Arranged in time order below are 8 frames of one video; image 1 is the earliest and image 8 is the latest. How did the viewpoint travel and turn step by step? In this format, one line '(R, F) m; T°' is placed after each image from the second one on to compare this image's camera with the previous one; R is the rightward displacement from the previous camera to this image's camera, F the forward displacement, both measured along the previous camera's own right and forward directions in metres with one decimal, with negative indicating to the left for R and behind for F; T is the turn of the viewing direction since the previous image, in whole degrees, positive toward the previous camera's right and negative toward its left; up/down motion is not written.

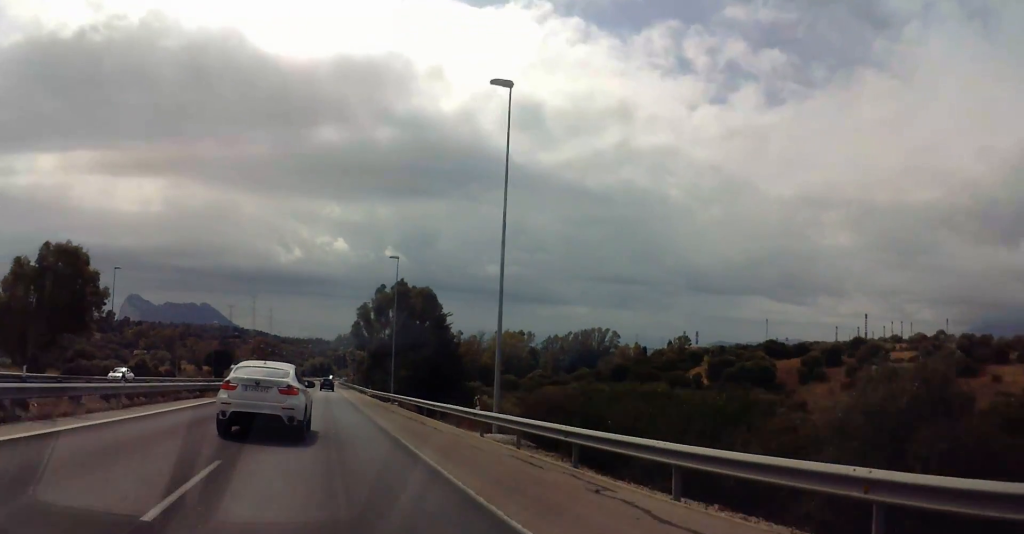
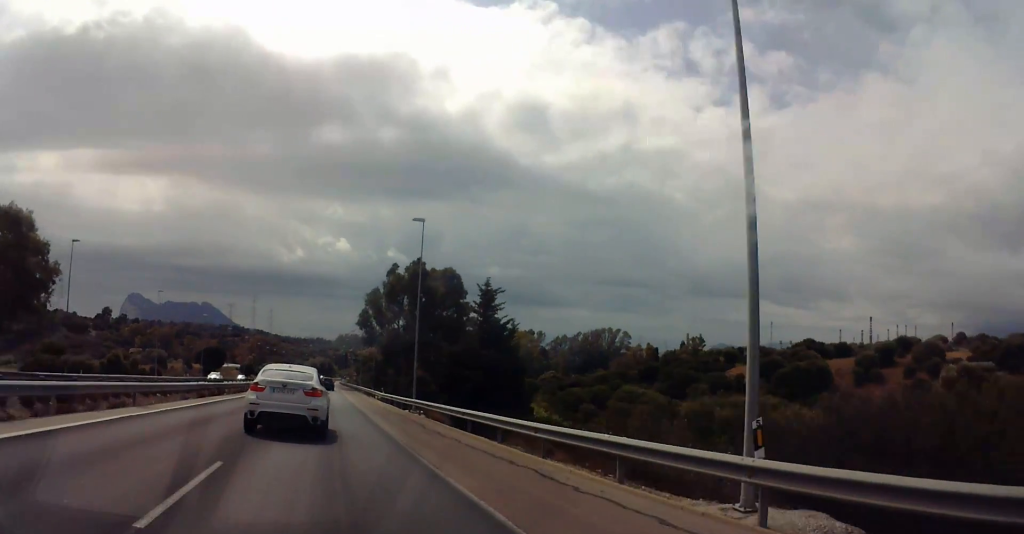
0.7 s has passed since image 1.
(0.0, +13.9) m; 0°
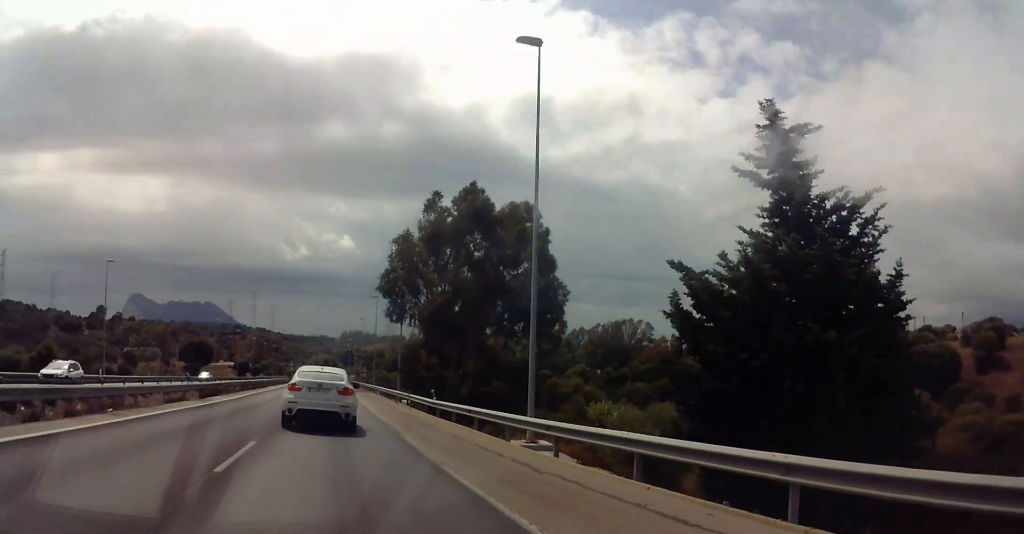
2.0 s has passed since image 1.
(0.0, +25.6) m; 0°
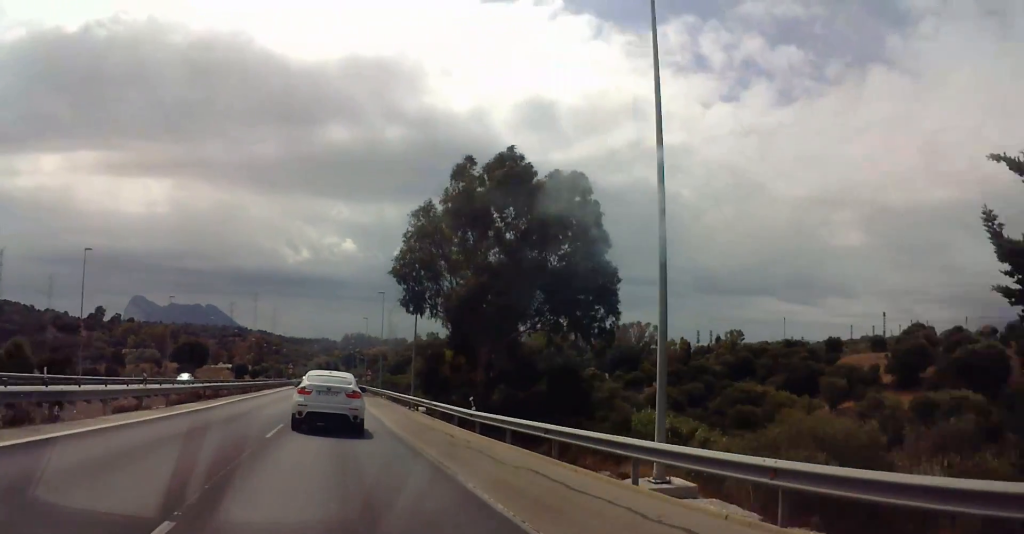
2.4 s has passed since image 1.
(0.0, +7.8) m; 0°
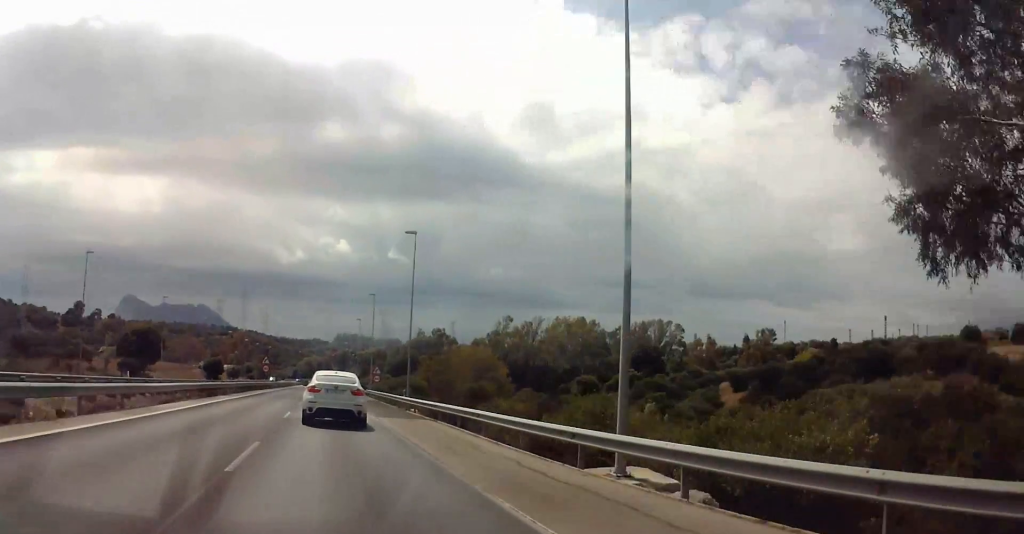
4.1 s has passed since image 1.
(0.0, +32.9) m; +1°
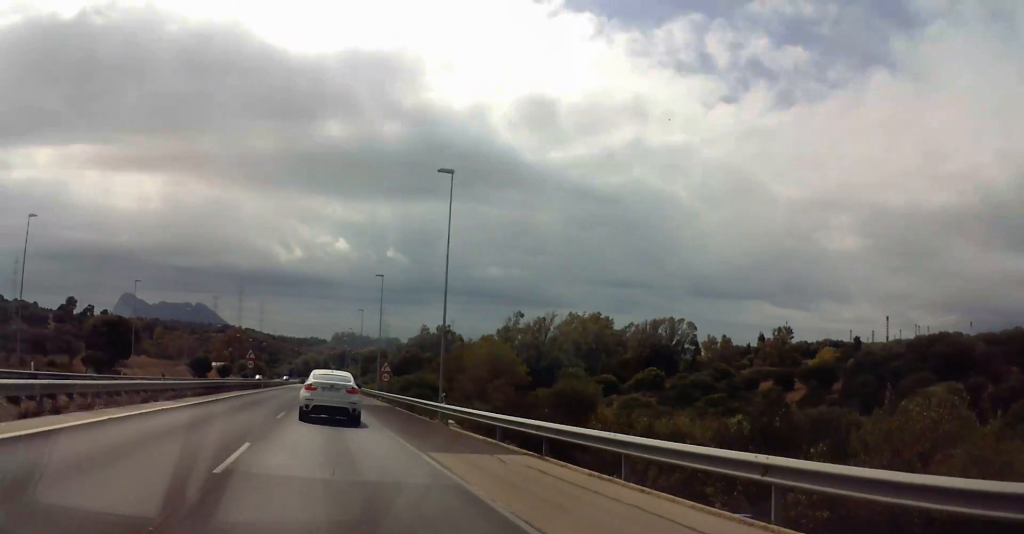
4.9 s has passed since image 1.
(+0.1, +15.0) m; 0°
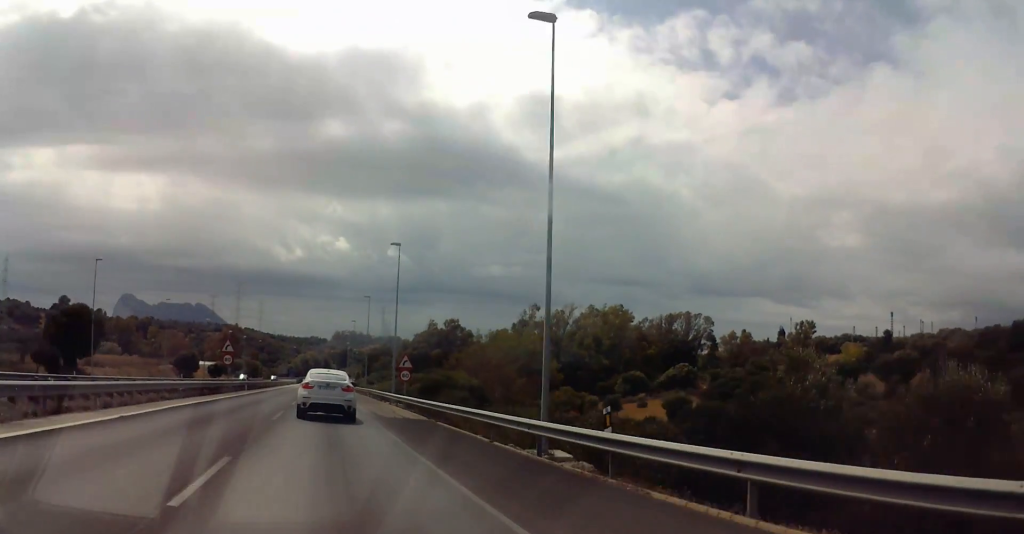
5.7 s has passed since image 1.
(0.0, +15.8) m; 0°
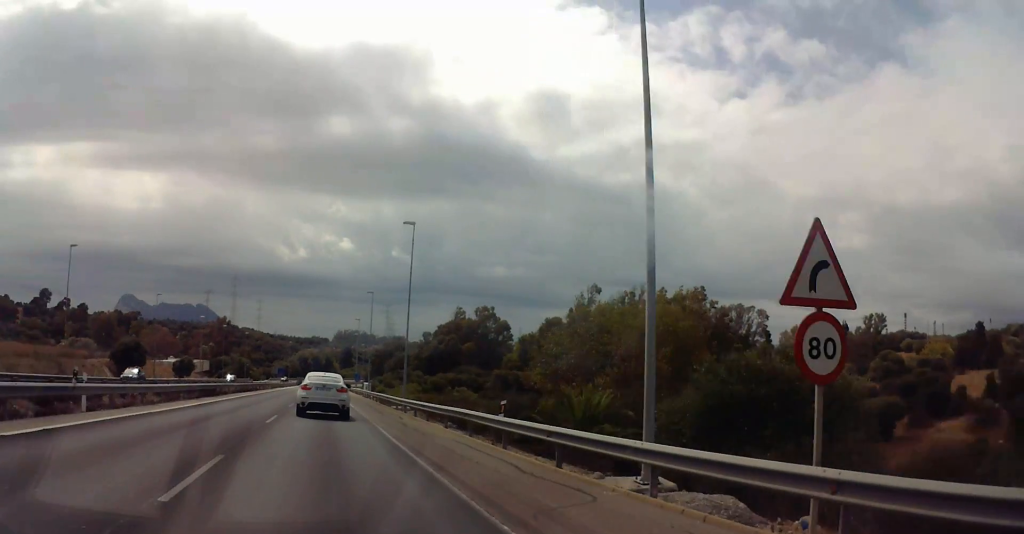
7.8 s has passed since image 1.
(+0.2, +42.0) m; +1°
